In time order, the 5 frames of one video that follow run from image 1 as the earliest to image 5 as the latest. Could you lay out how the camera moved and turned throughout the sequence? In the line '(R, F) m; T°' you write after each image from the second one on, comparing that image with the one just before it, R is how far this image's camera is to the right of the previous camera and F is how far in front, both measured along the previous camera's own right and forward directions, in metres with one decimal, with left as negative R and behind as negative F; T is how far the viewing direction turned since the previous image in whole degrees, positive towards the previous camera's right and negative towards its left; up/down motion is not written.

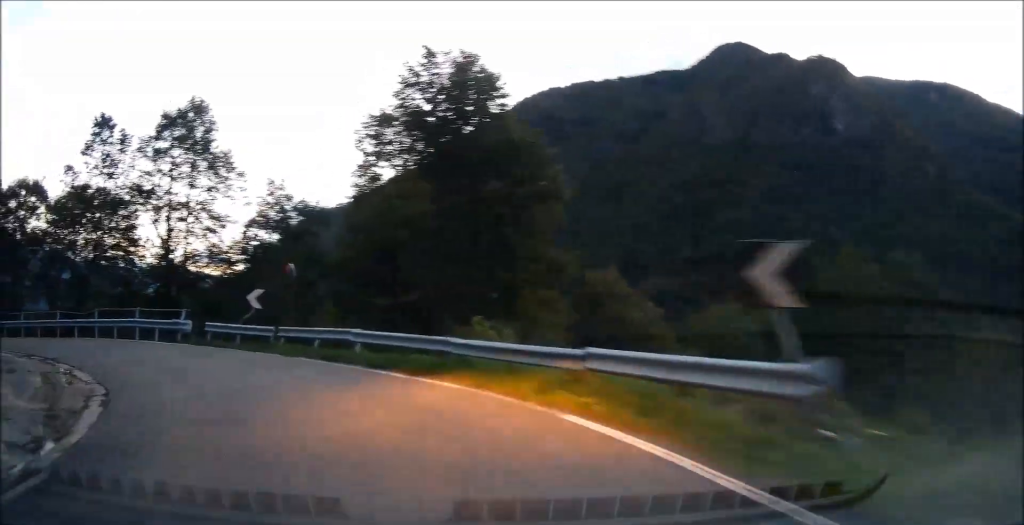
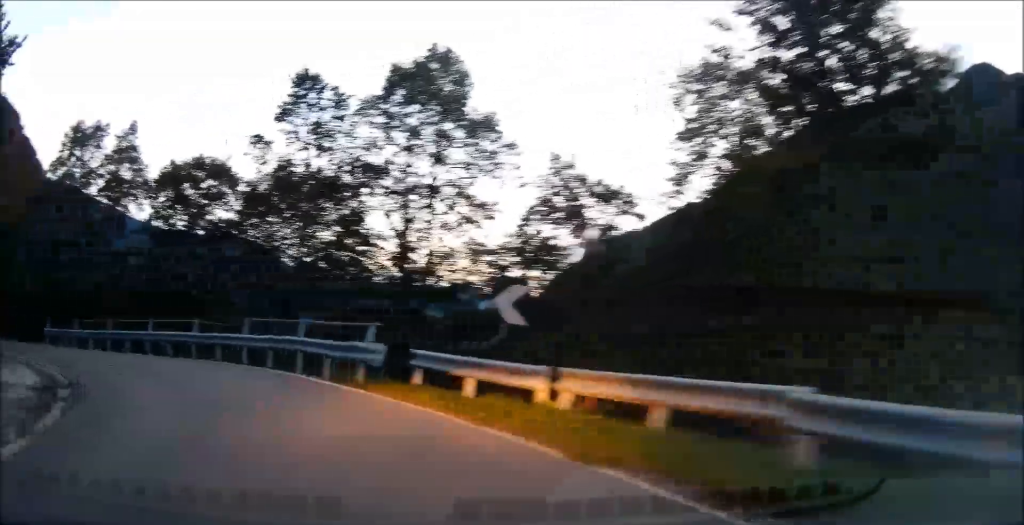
(-2.6, +9.0) m; -31°
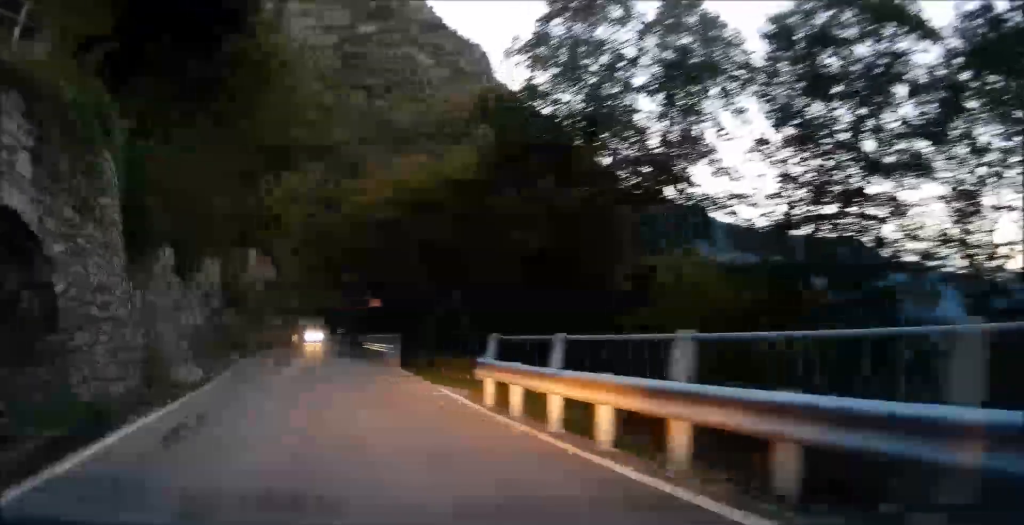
(-6.3, +14.7) m; -42°
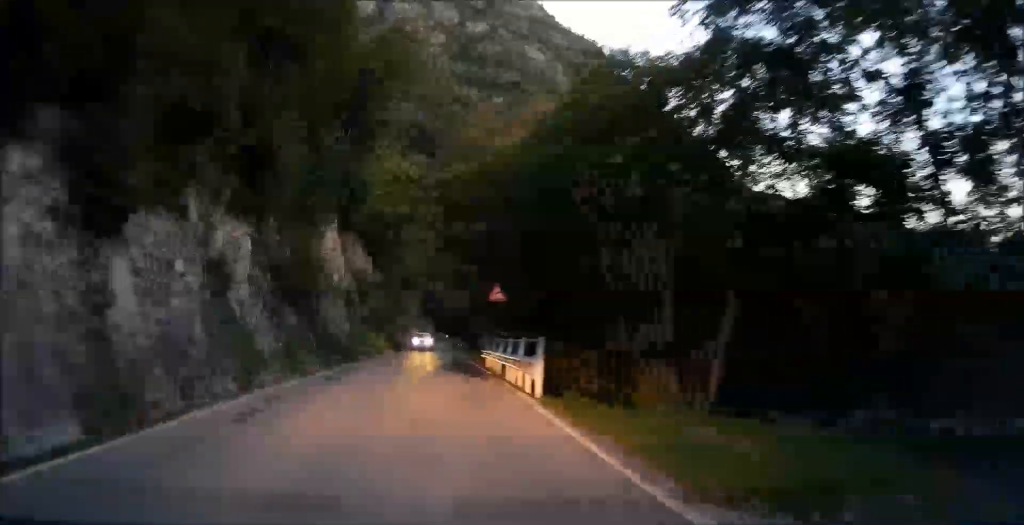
(-0.4, +7.4) m; -3°
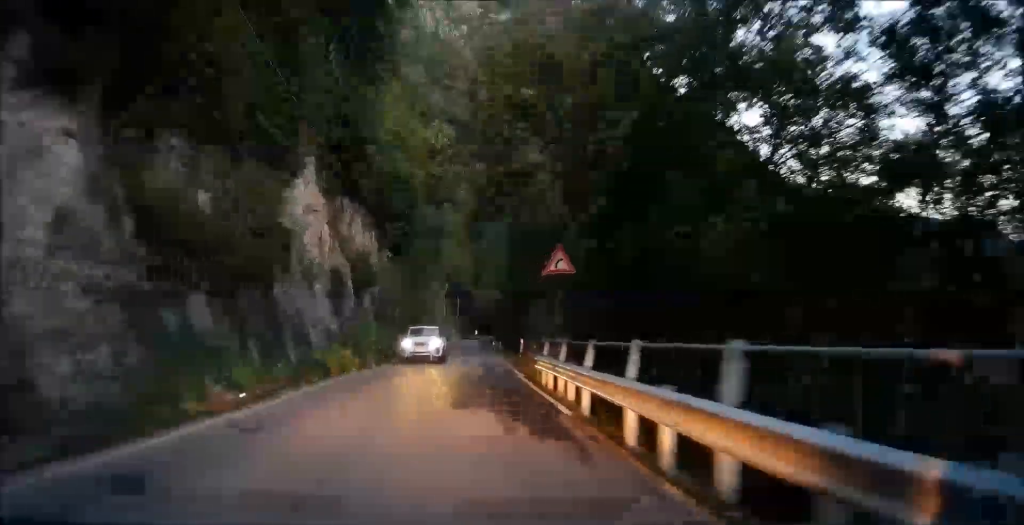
(-0.1, +7.9) m; -4°
